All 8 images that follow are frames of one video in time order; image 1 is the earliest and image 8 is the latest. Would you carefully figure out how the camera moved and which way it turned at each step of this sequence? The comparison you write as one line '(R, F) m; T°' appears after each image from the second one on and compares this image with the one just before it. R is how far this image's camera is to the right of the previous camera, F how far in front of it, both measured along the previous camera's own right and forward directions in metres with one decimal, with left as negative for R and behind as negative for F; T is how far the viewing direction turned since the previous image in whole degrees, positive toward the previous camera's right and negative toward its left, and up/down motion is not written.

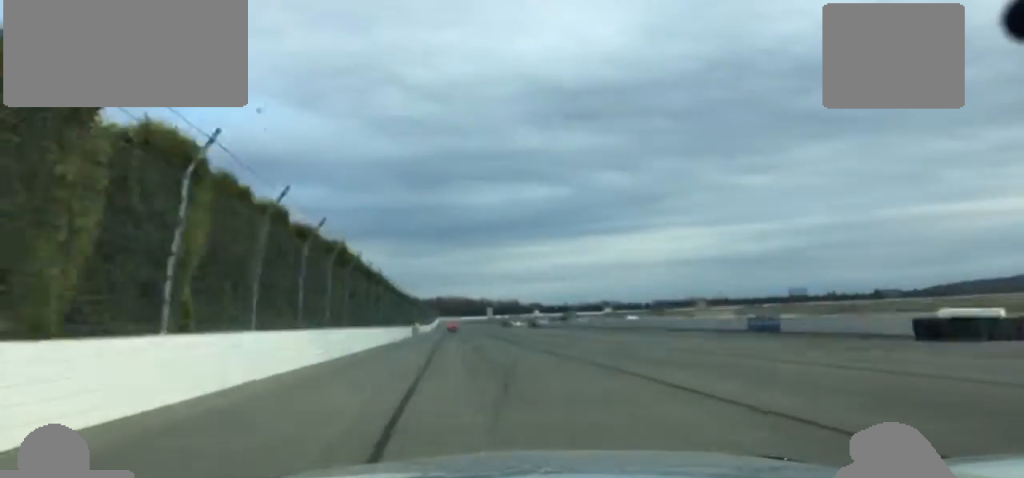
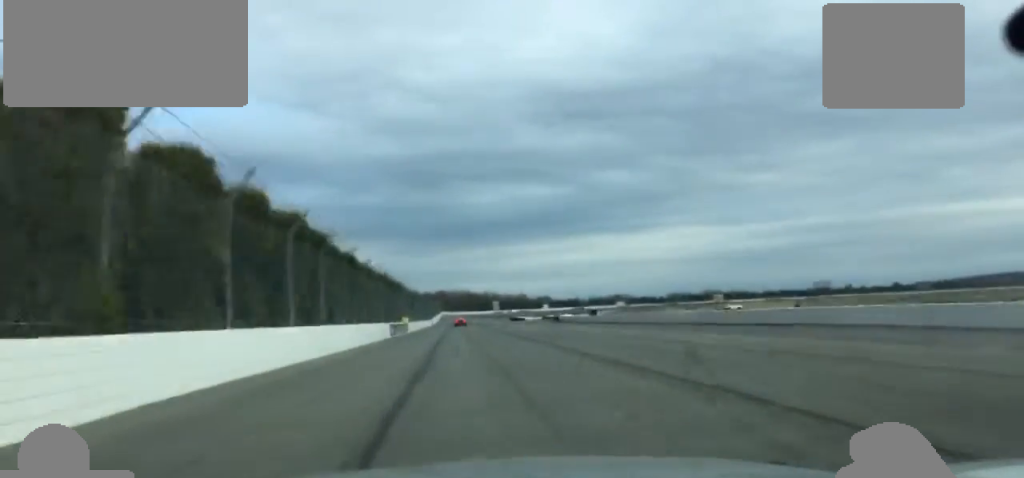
(-0.3, +40.4) m; 0°
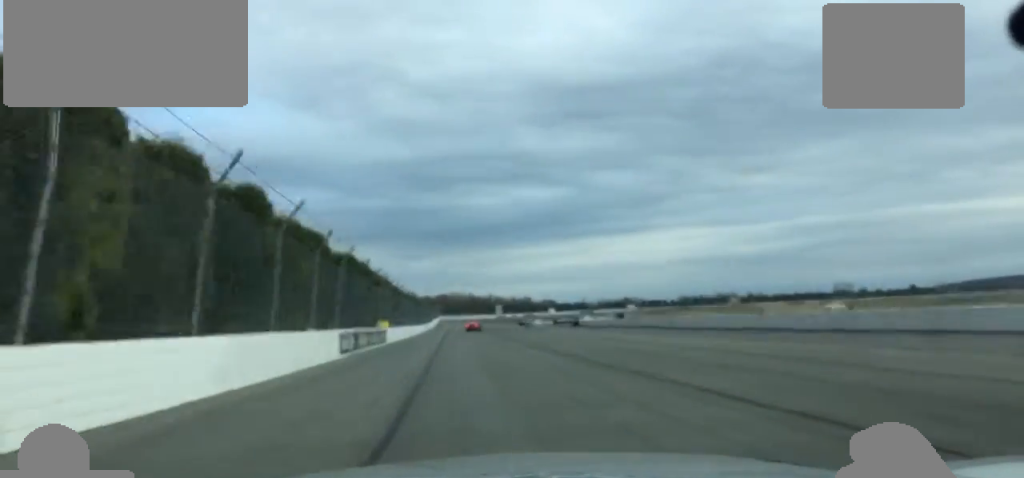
(+0.3, +24.6) m; 0°
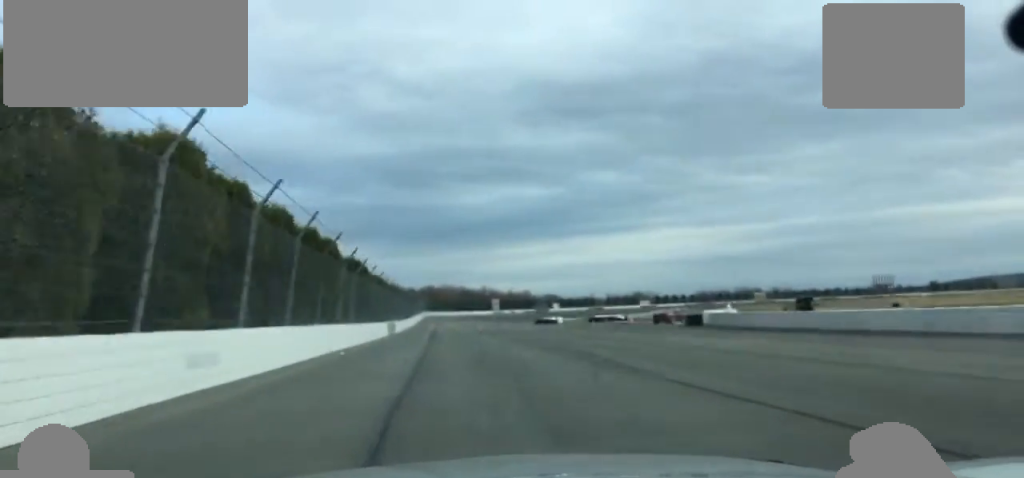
(+0.5, +79.2) m; +2°
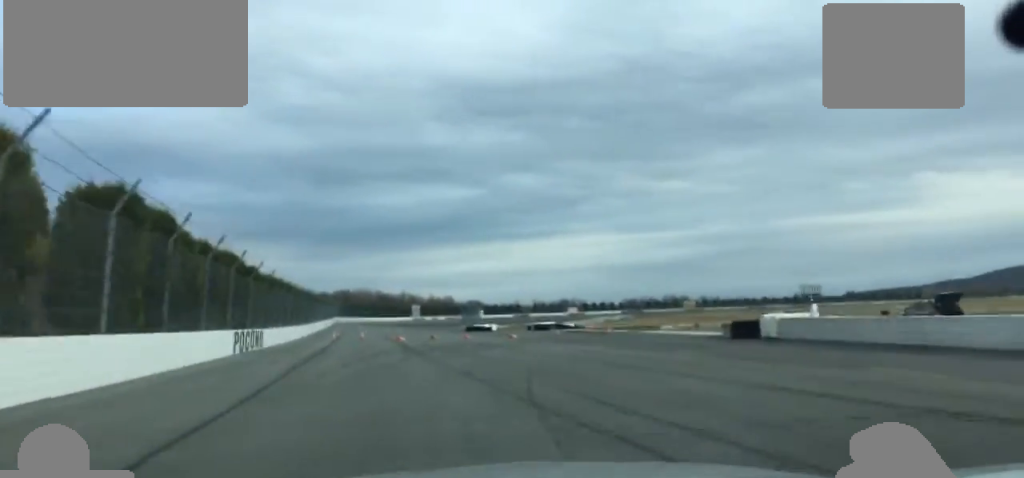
(+0.6, +29.8) m; +6°
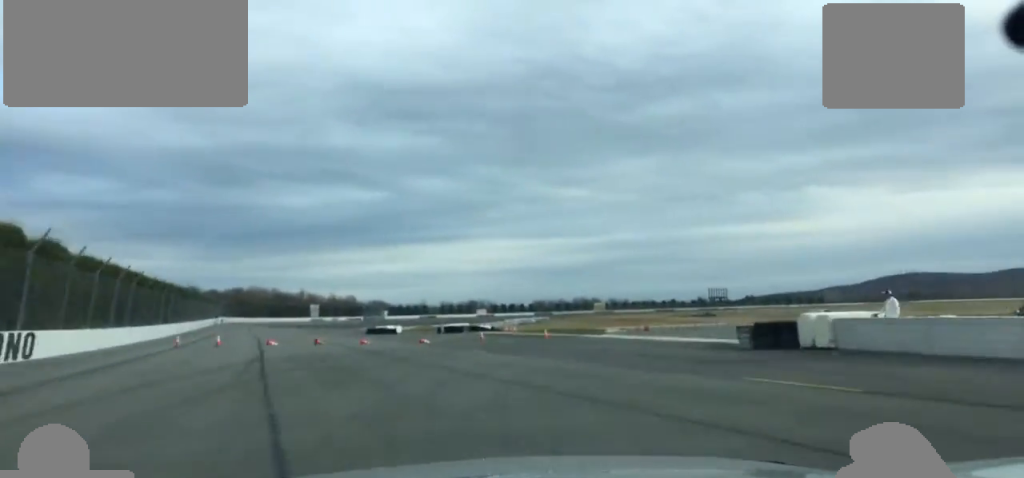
(+0.3, +16.6) m; +6°
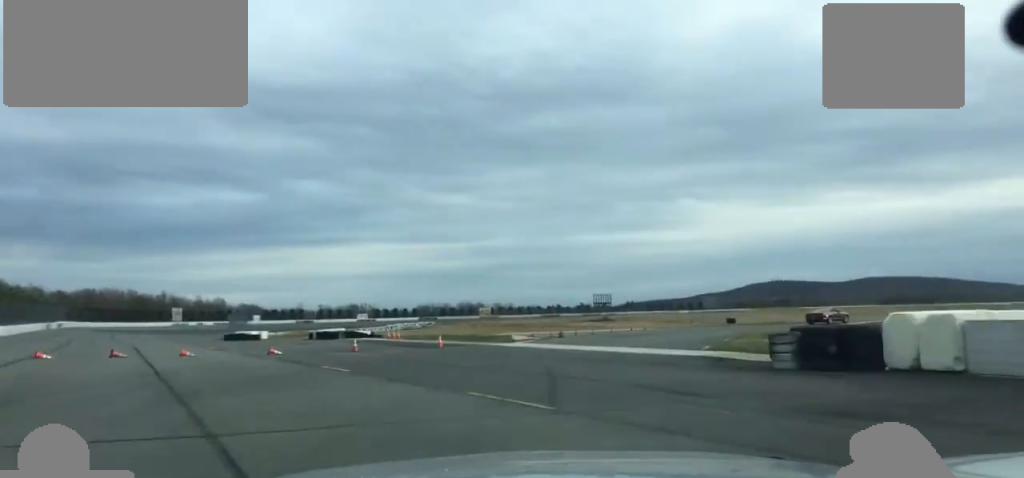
(+1.2, +14.1) m; +7°
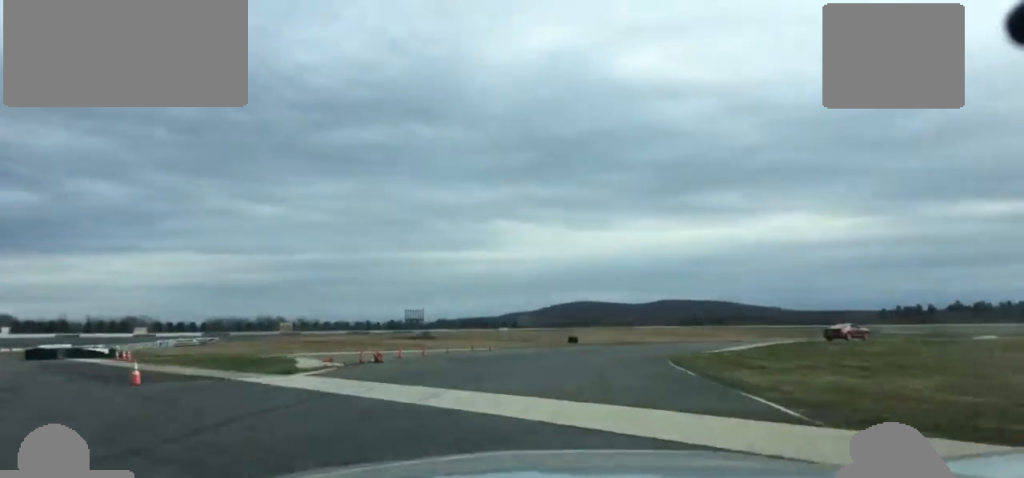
(+2.0, +20.8) m; +12°
